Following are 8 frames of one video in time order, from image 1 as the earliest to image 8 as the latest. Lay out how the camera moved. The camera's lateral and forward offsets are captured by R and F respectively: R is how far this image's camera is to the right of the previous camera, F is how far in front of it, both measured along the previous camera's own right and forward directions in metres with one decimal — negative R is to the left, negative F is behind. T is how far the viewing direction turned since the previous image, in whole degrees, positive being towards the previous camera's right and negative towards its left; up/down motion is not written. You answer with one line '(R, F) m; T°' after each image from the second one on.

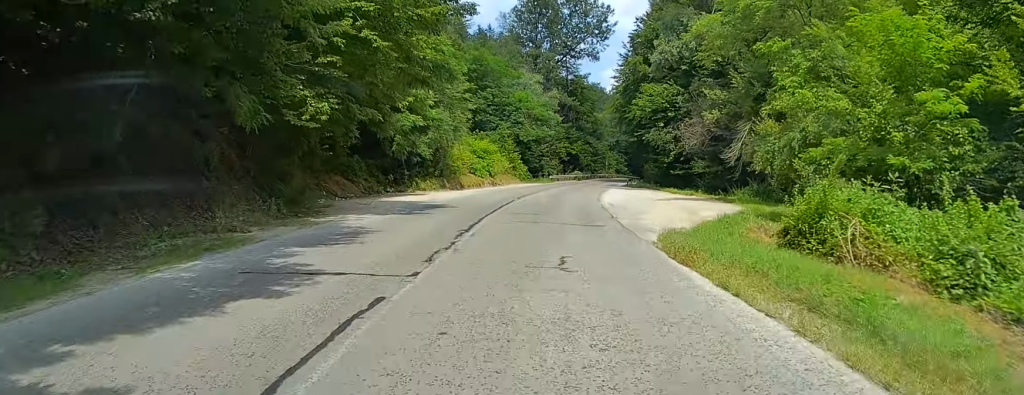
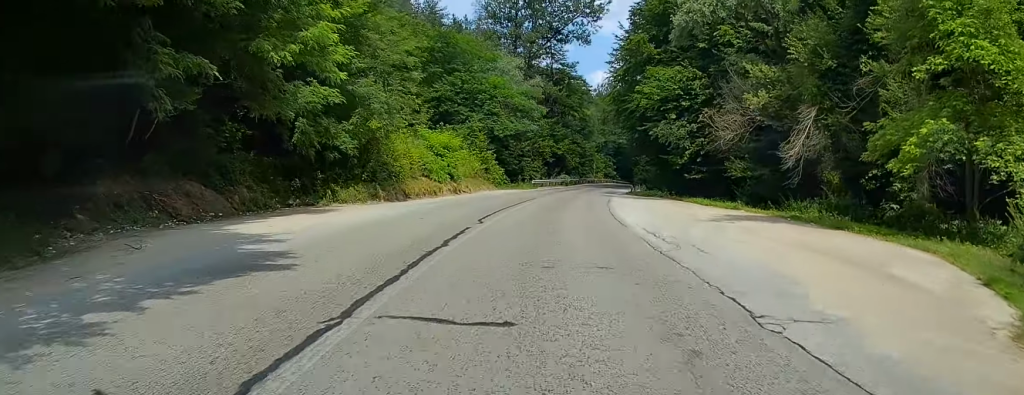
(-0.1, +16.6) m; 0°
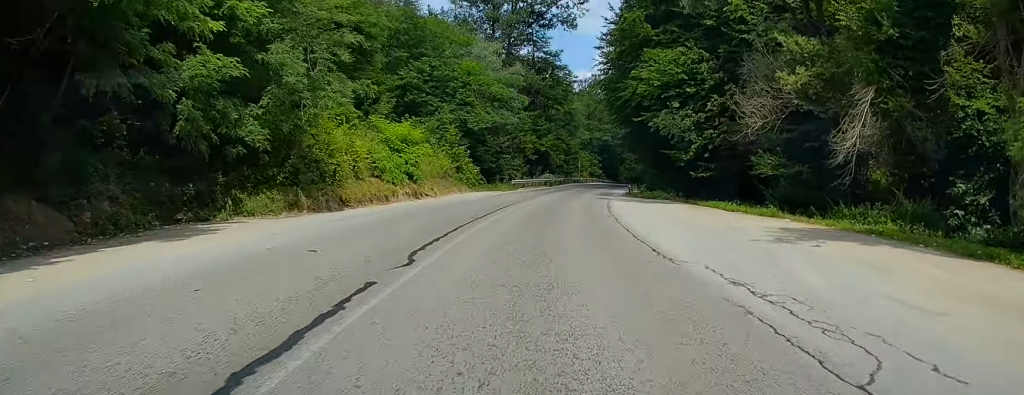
(0.0, +9.1) m; 0°
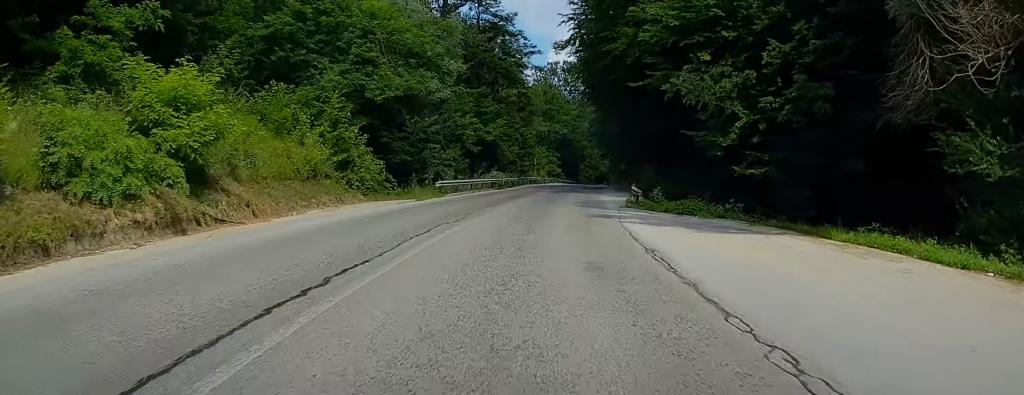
(+0.2, +21.4) m; +4°
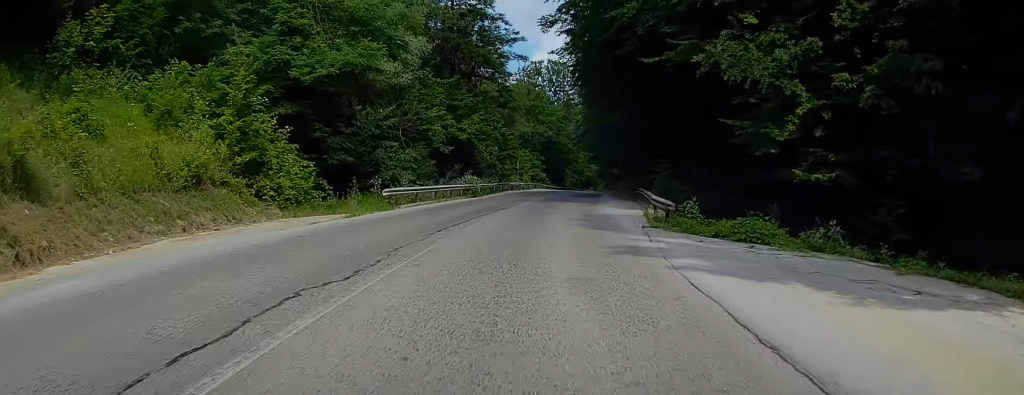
(+0.4, +9.0) m; +2°
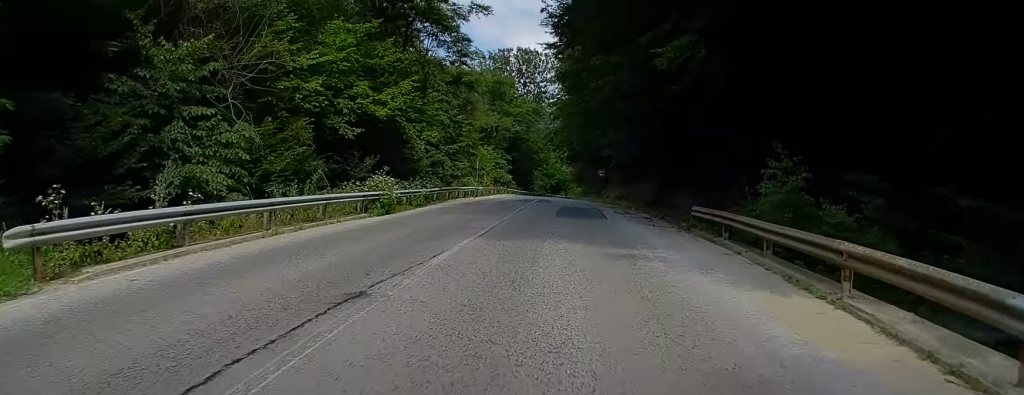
(+0.4, +18.6) m; +2°
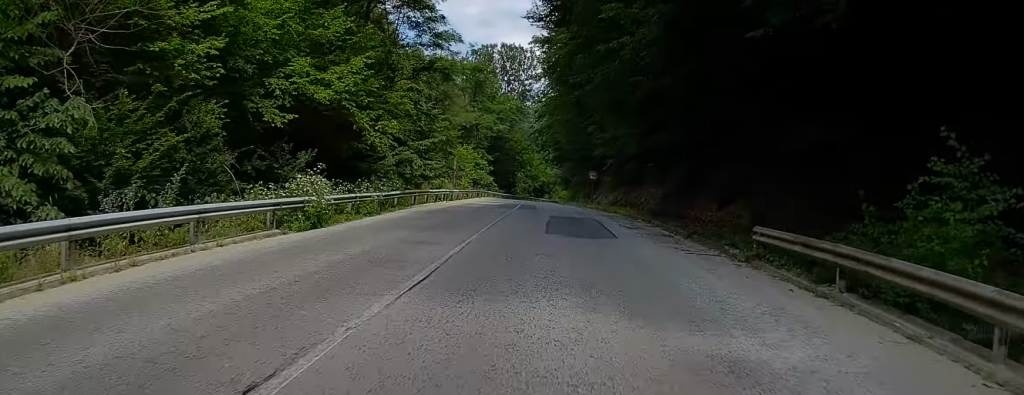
(0.0, +6.9) m; 0°
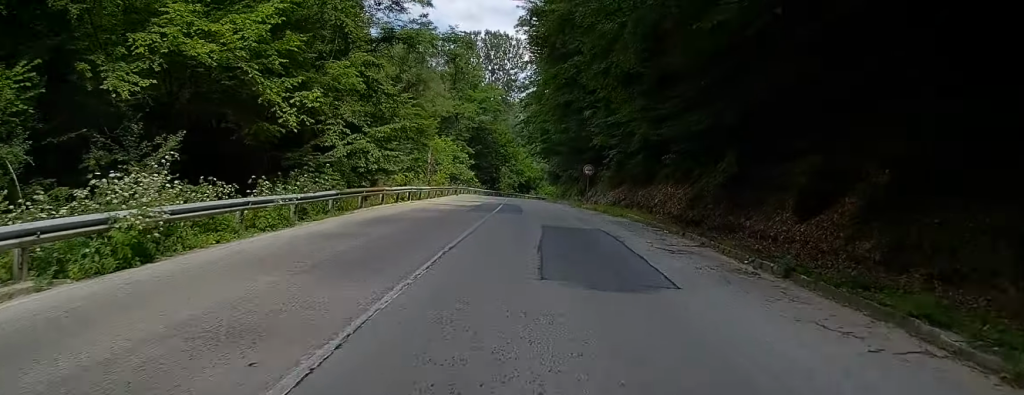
(0.0, +8.5) m; +1°
